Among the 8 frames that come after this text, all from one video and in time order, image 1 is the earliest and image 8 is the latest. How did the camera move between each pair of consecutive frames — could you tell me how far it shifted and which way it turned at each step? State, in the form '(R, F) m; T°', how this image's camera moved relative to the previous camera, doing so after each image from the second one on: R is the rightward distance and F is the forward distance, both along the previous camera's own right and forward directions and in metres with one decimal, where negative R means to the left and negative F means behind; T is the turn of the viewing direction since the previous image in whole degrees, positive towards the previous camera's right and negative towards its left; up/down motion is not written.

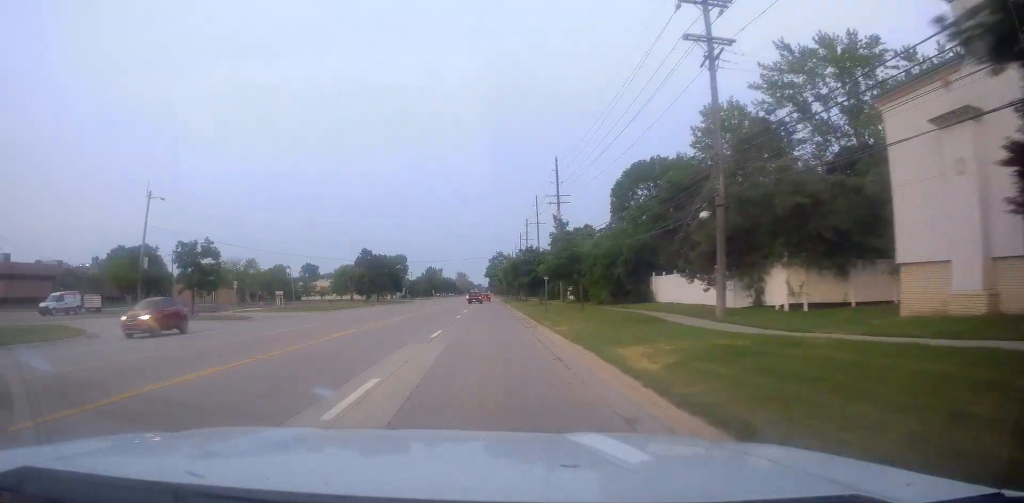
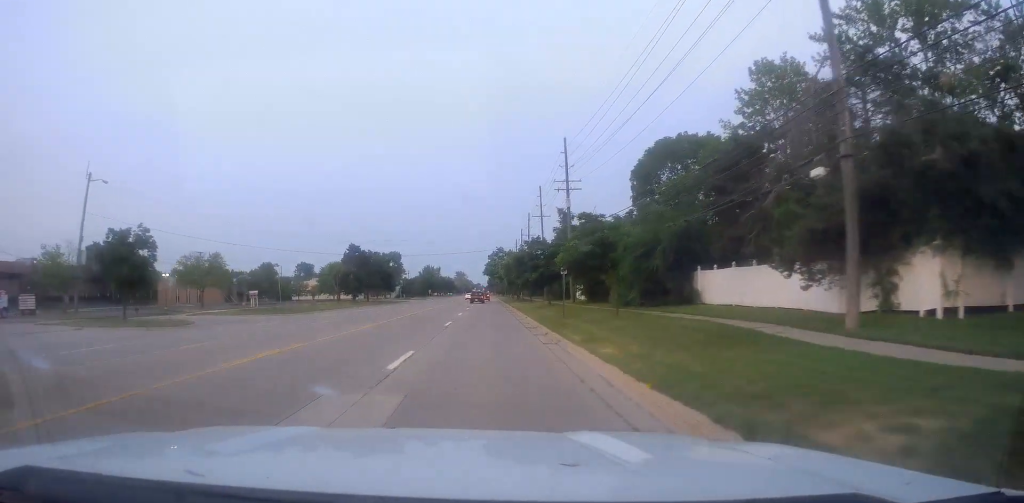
(+0.2, +9.6) m; 0°
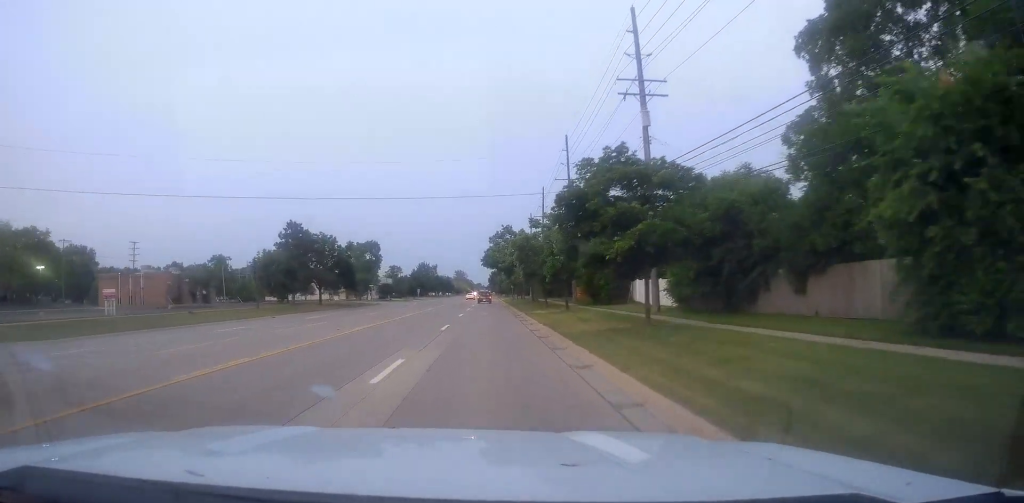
(-1.1, +32.8) m; -1°
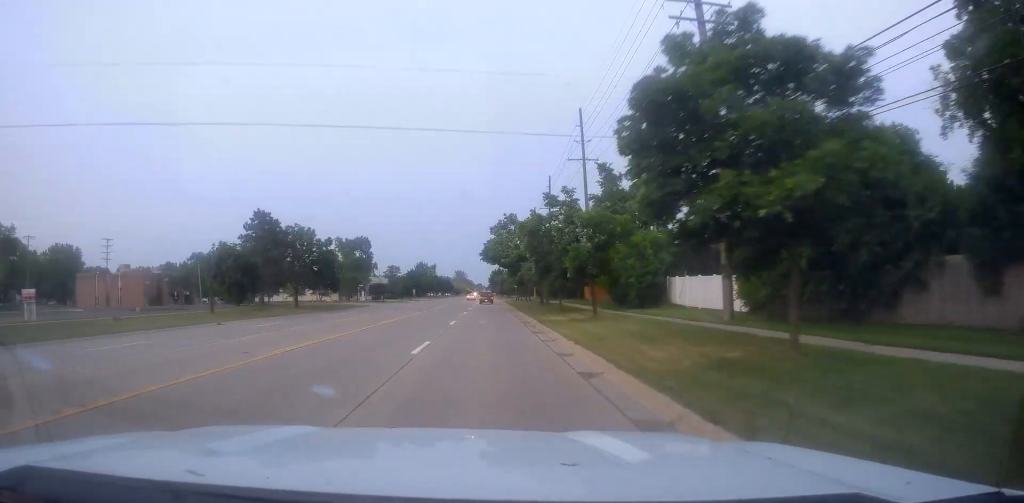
(-0.2, +10.3) m; +1°
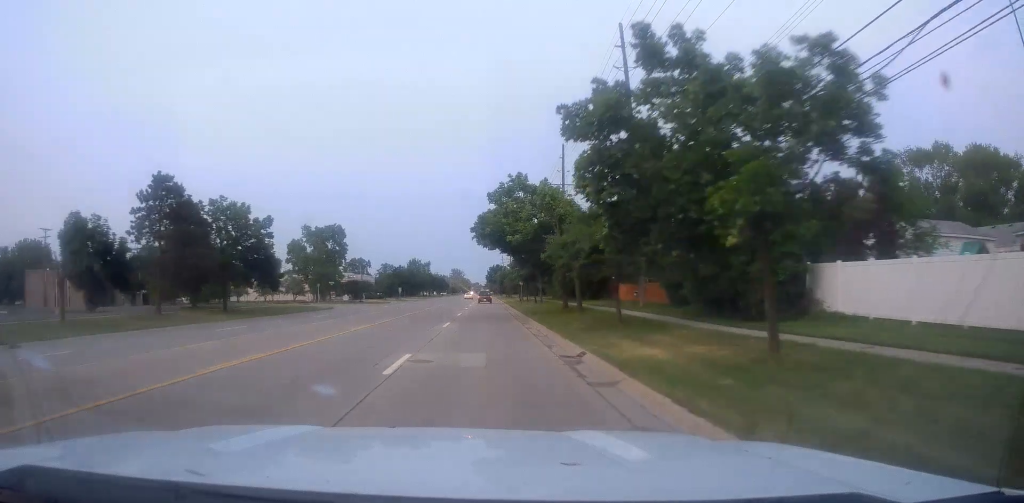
(+0.7, +19.1) m; +1°
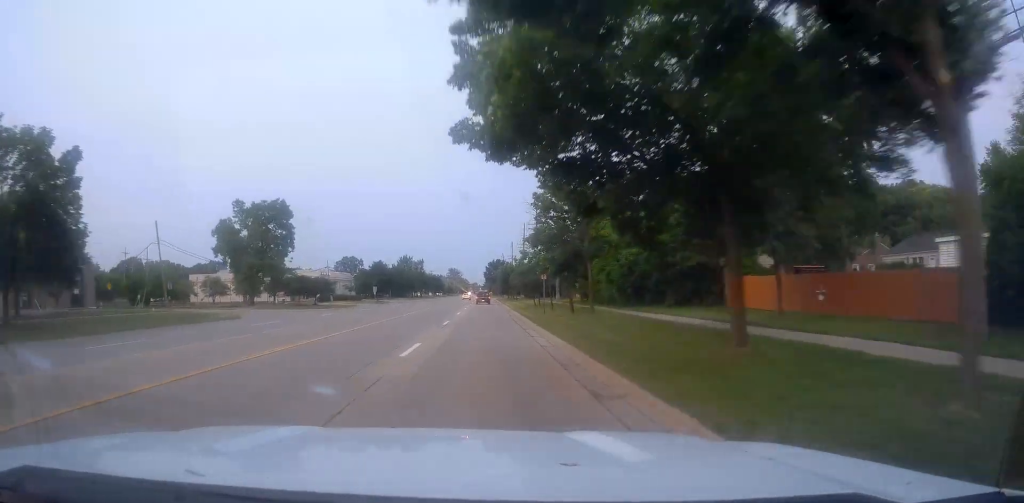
(-0.2, +26.4) m; 0°
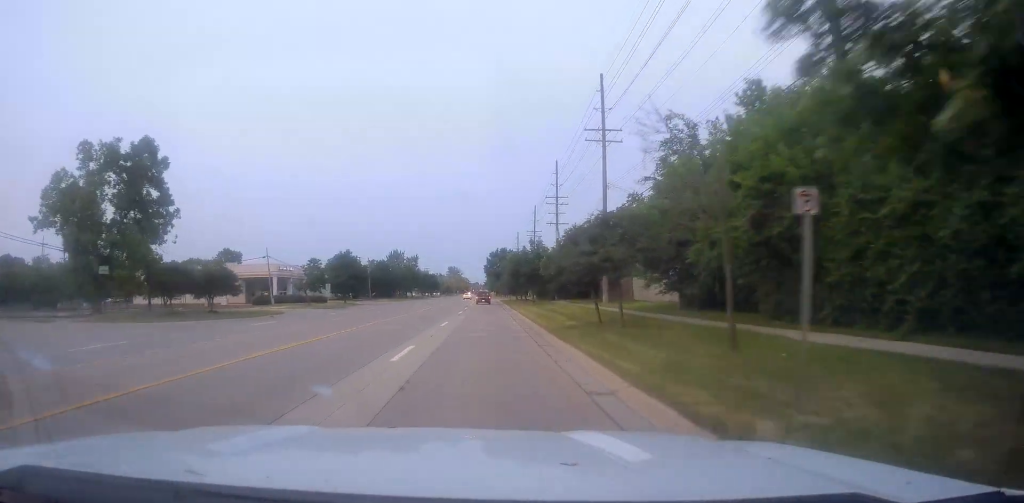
(-0.1, +30.5) m; -1°
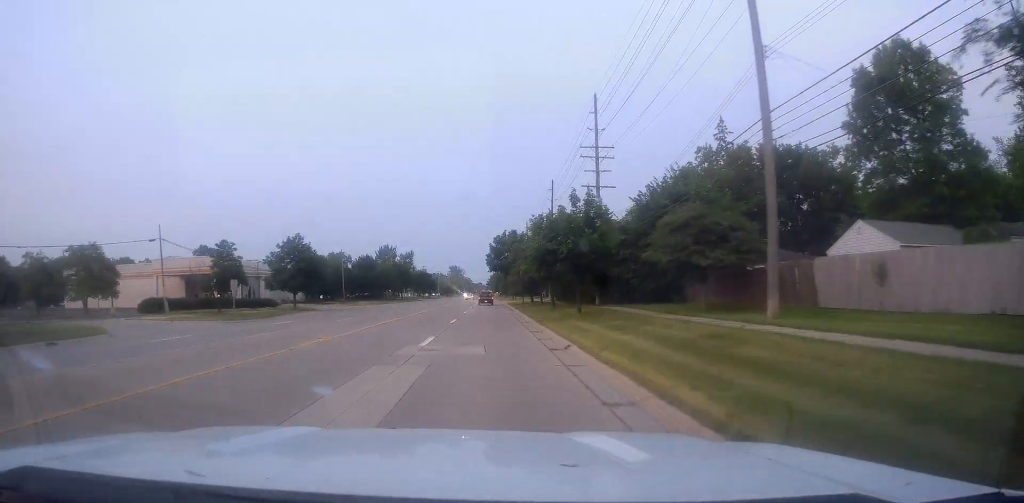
(0.0, +27.6) m; +1°
